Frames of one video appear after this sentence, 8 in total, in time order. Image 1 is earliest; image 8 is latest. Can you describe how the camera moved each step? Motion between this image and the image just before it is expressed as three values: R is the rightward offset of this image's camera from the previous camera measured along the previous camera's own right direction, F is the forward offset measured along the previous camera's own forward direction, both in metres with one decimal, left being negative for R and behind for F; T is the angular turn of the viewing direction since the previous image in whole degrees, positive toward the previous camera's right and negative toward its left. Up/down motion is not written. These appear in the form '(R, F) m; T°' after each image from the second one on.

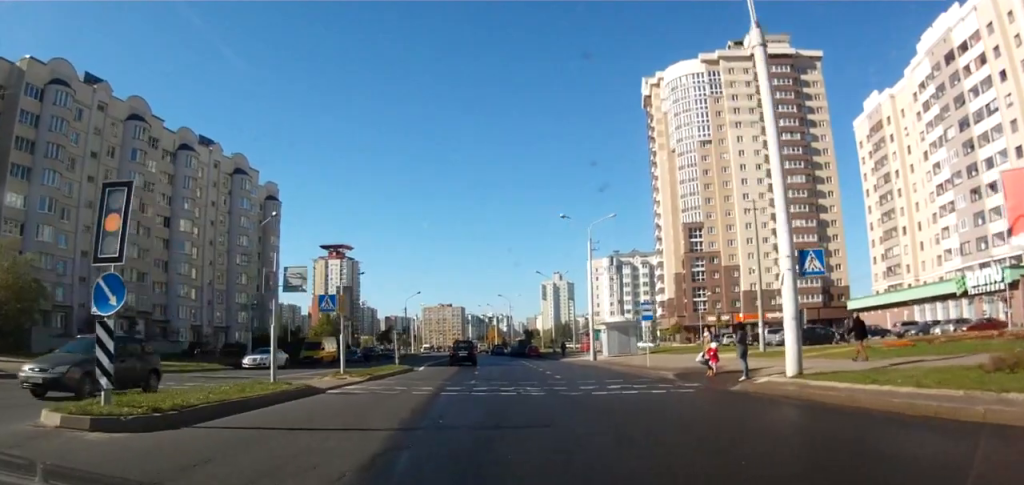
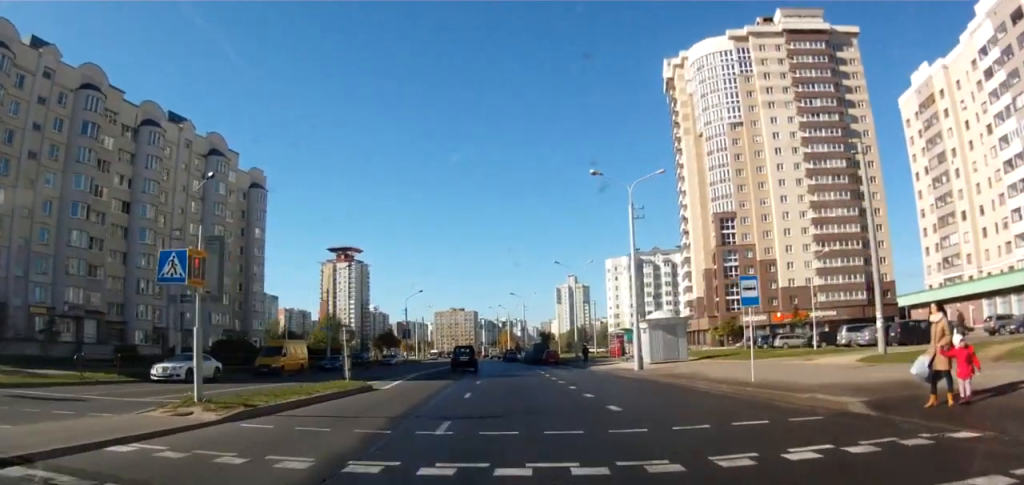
(-0.4, +12.2) m; -3°
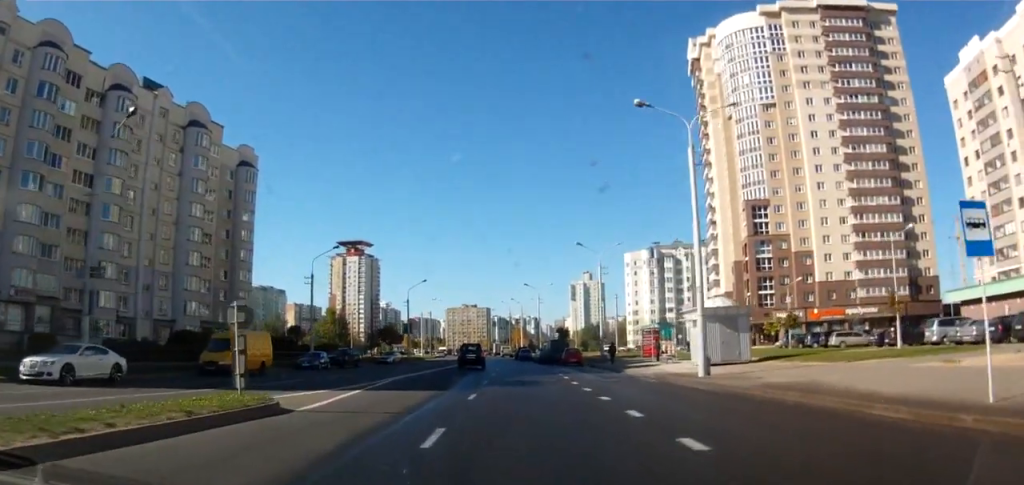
(-0.2, +9.6) m; -2°
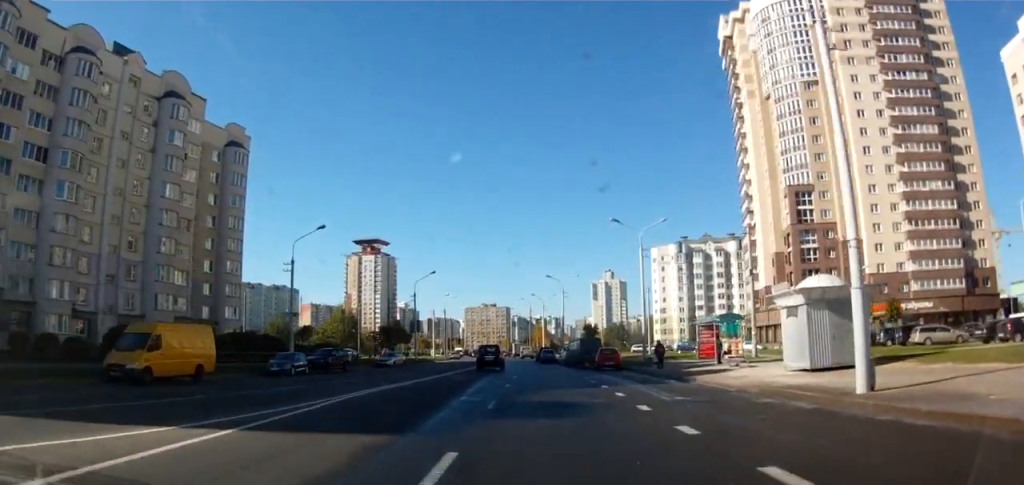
(-0.3, +10.3) m; -1°
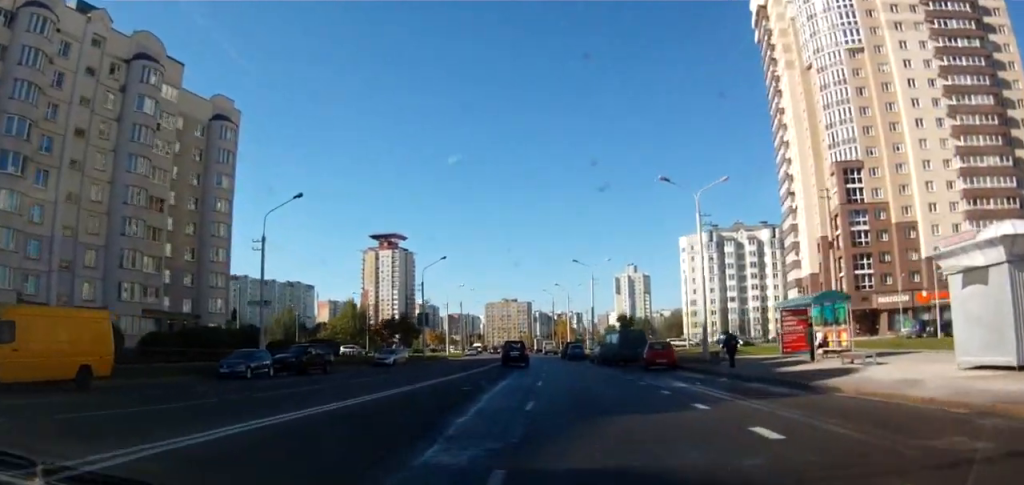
(0.0, +9.6) m; 0°
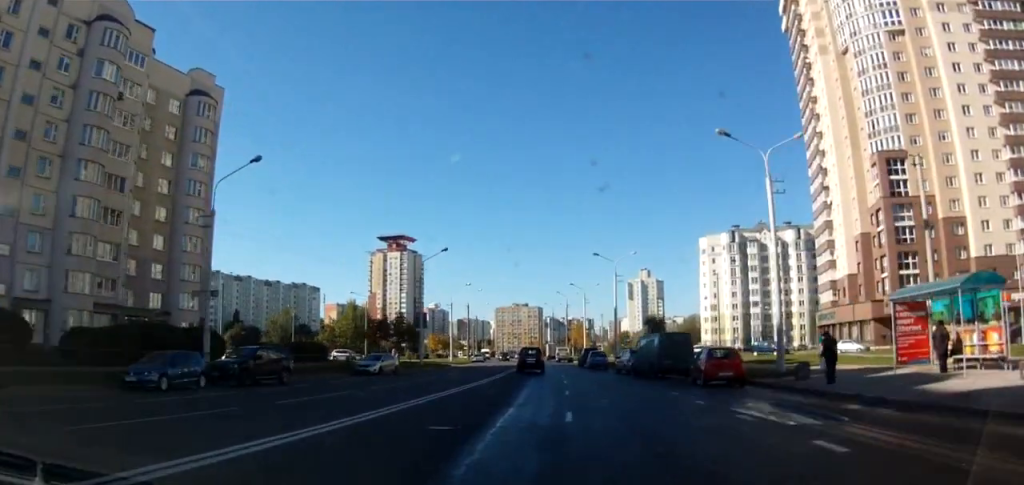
(0.0, +8.4) m; 0°
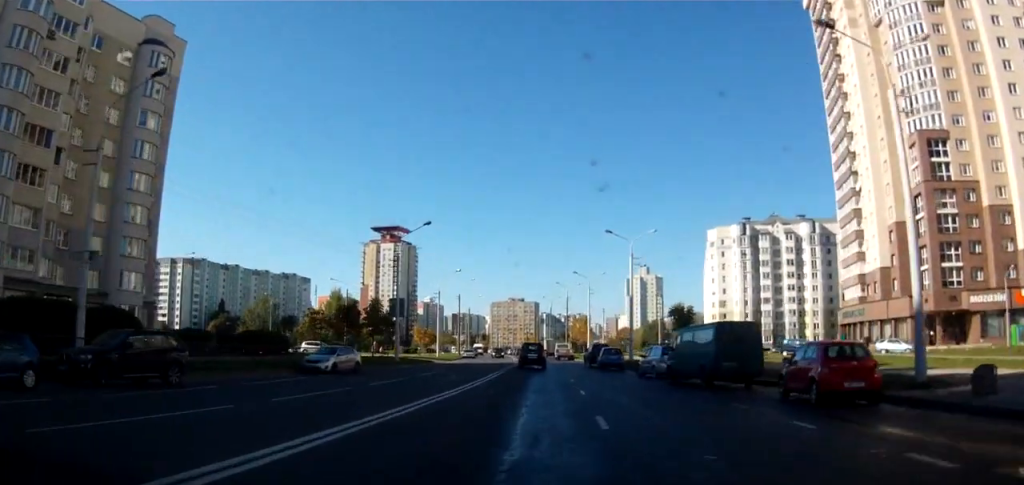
(0.0, +9.6) m; 0°
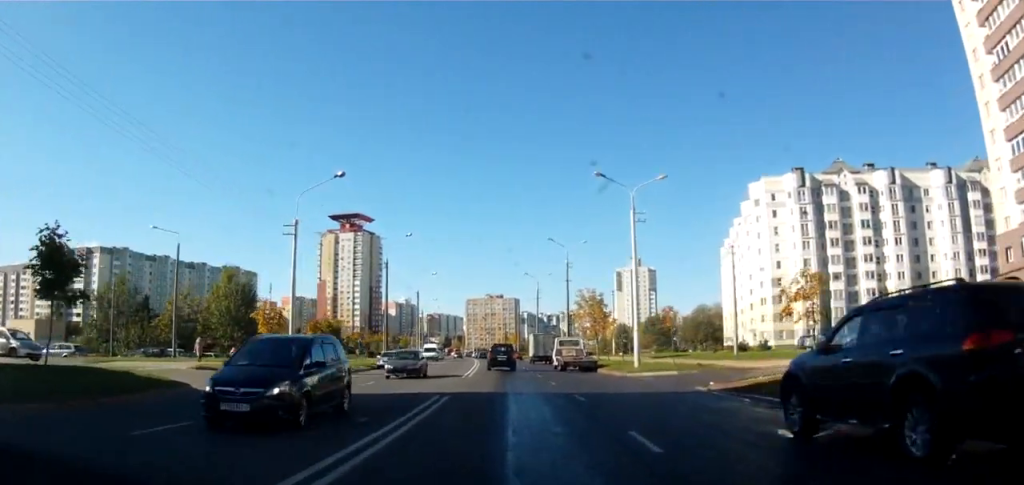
(-0.2, +42.8) m; 0°
